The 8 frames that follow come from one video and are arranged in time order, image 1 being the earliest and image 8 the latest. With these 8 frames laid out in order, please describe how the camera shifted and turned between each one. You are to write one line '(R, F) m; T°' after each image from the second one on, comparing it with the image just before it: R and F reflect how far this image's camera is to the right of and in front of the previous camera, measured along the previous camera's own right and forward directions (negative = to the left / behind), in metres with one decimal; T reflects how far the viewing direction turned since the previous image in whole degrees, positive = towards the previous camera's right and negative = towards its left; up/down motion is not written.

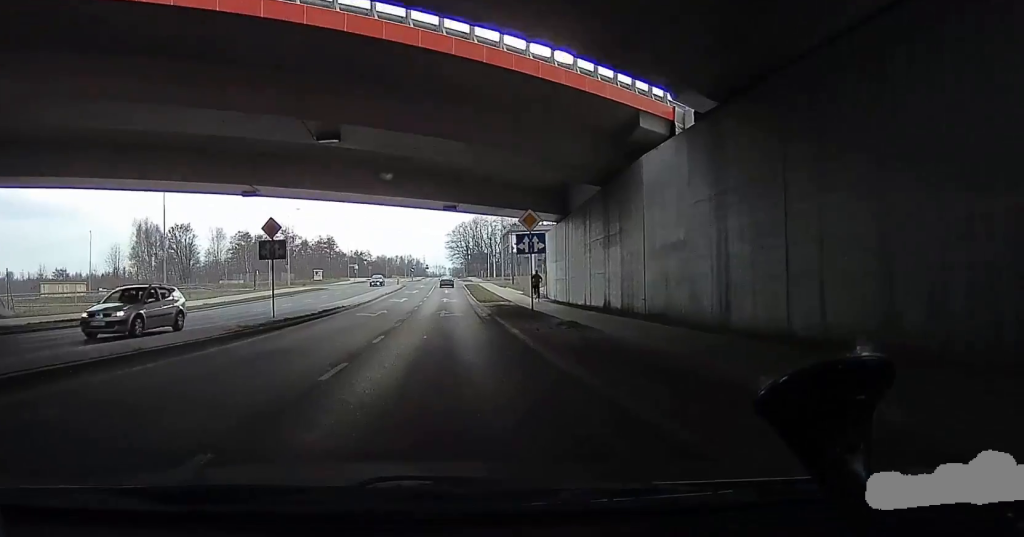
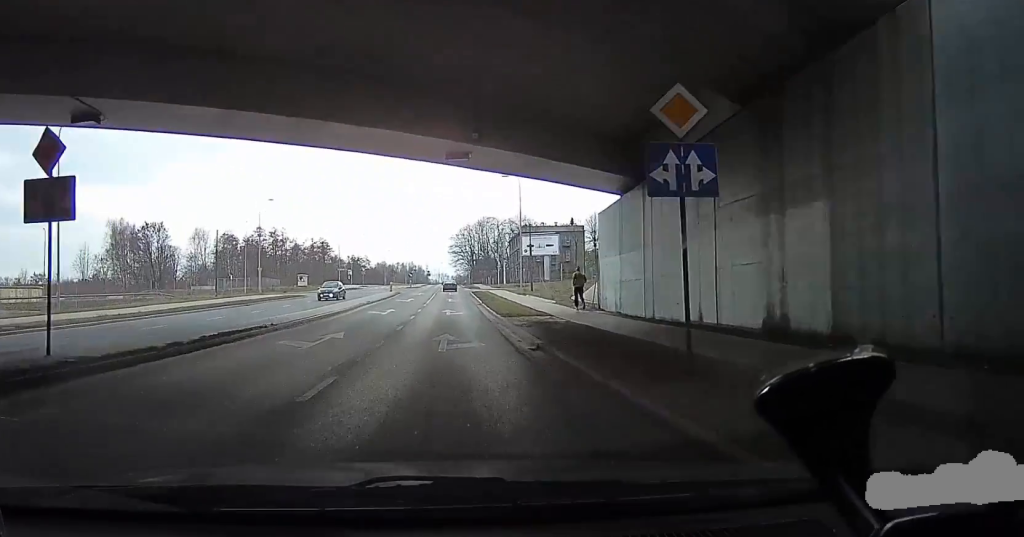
(+0.5, +13.1) m; +1°
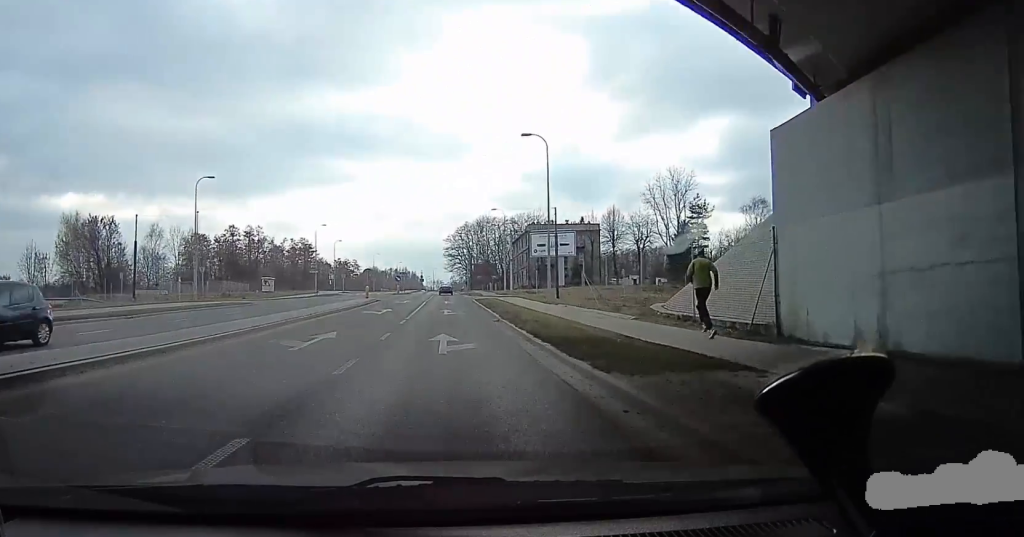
(-0.1, +15.5) m; -1°
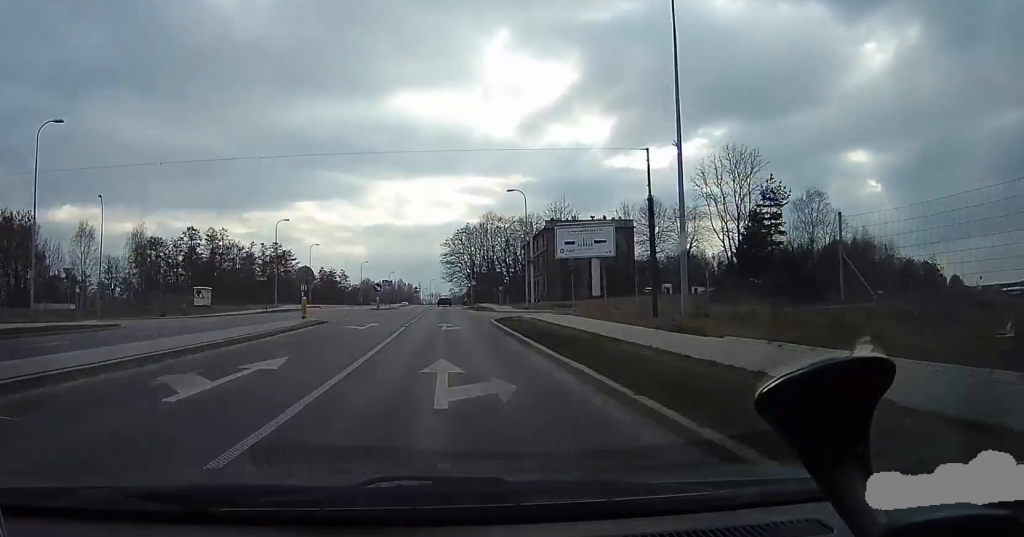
(-0.1, +20.5) m; 0°
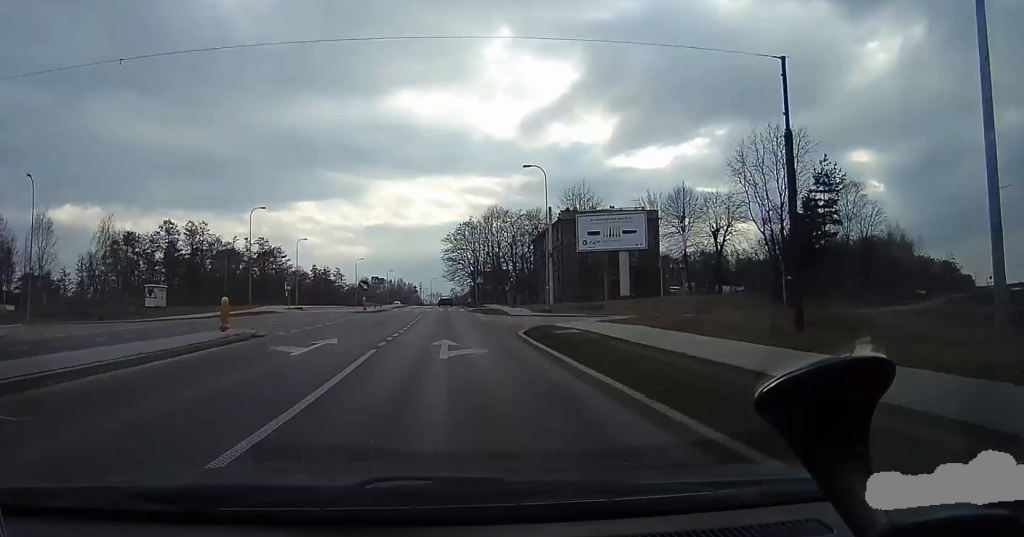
(0.0, +9.7) m; 0°
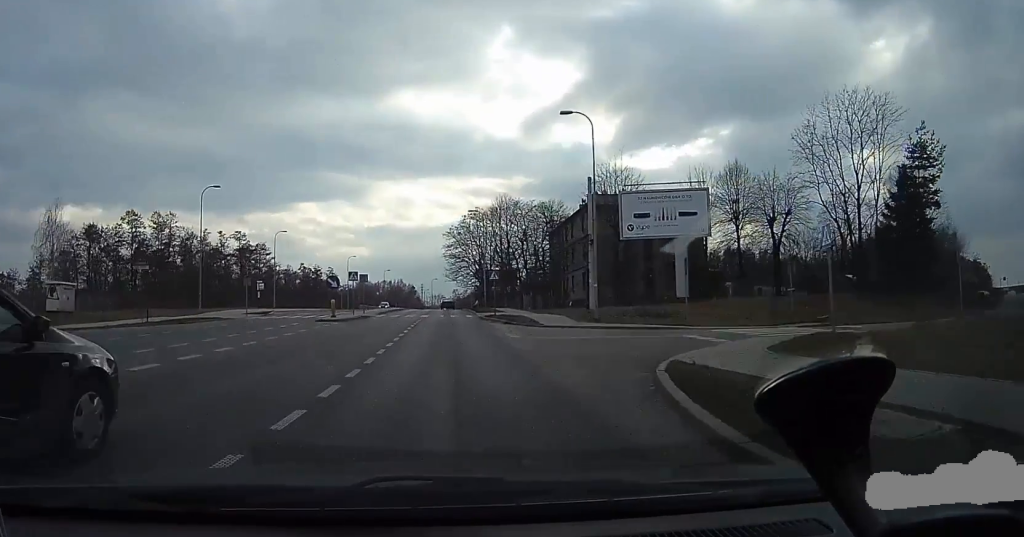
(0.0, +12.8) m; +1°
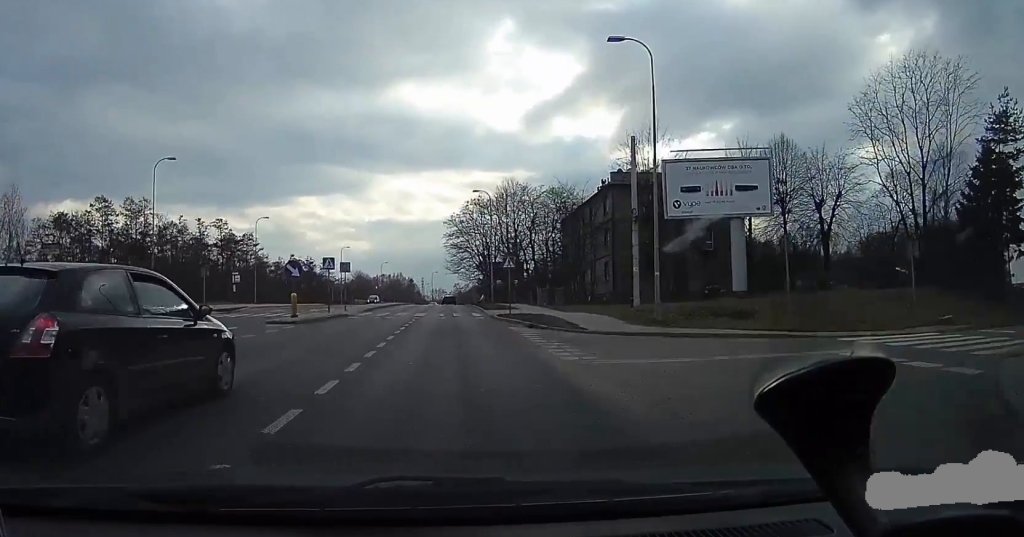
(-0.1, +8.2) m; +1°
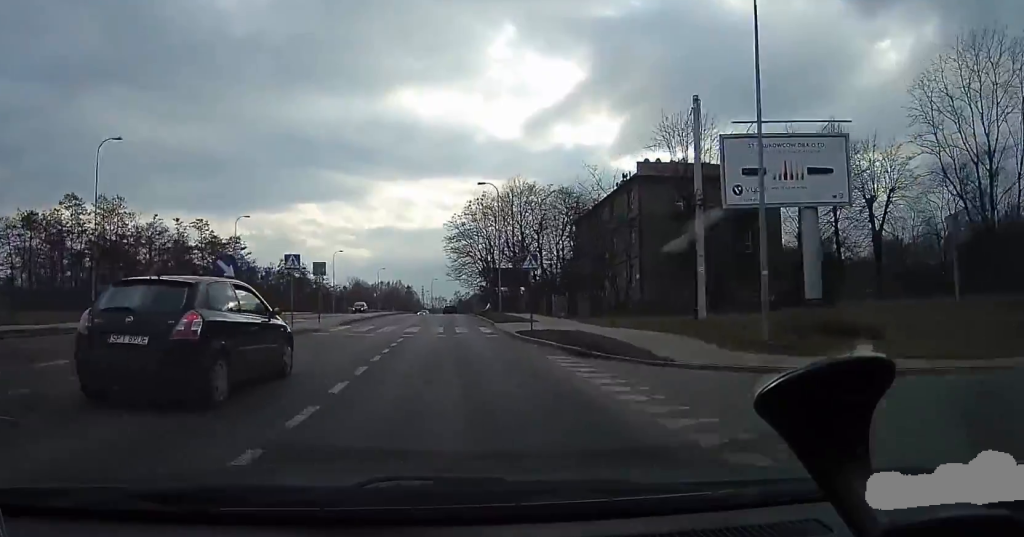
(+0.2, +7.4) m; -1°
